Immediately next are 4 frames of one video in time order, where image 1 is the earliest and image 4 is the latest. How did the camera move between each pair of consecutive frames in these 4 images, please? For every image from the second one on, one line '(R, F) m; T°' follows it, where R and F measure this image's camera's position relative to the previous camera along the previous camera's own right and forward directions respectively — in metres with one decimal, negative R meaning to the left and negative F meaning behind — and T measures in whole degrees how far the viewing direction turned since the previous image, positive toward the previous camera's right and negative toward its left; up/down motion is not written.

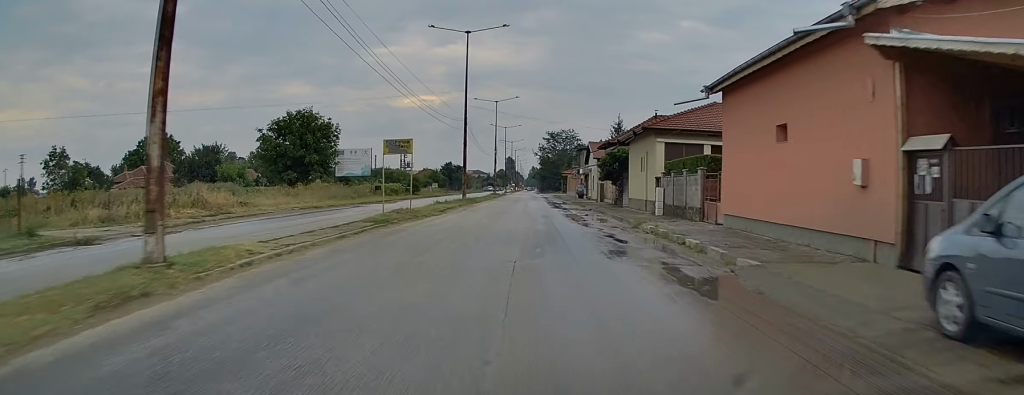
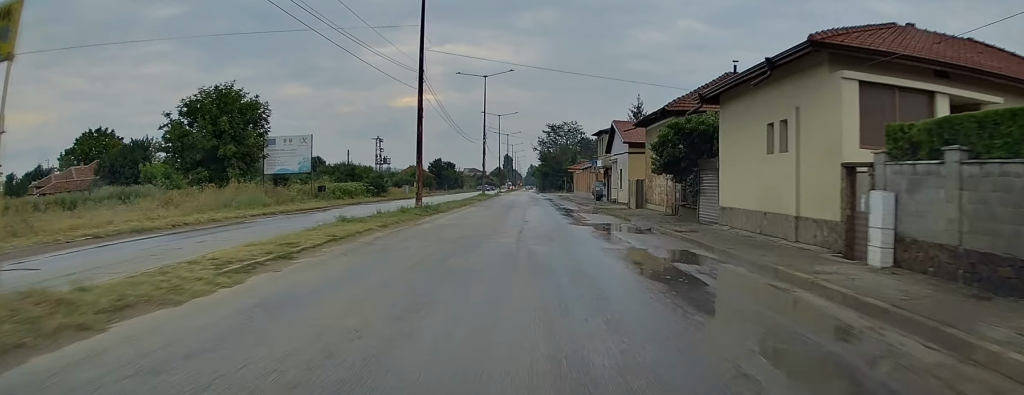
(-0.3, +20.4) m; +1°
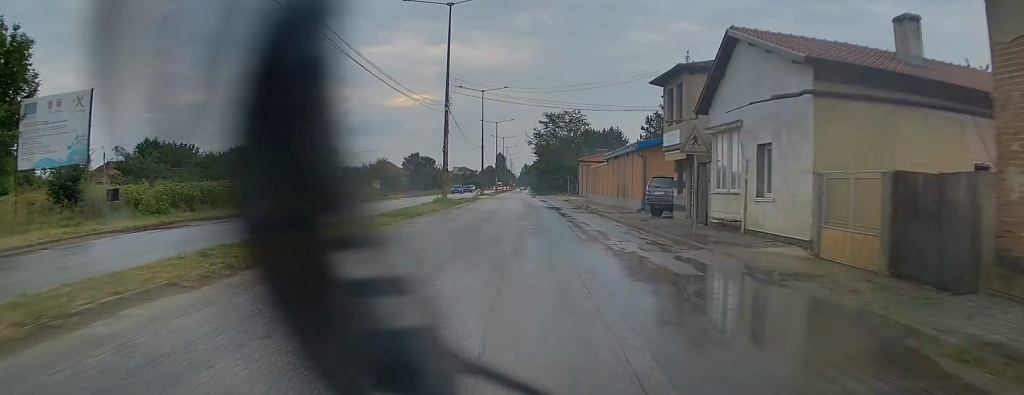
(-0.1, +28.8) m; -1°
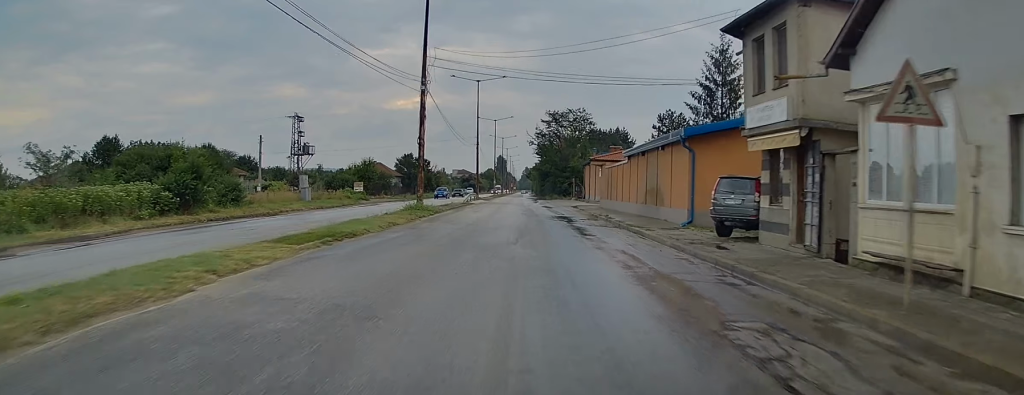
(0.0, +10.2) m; 0°
